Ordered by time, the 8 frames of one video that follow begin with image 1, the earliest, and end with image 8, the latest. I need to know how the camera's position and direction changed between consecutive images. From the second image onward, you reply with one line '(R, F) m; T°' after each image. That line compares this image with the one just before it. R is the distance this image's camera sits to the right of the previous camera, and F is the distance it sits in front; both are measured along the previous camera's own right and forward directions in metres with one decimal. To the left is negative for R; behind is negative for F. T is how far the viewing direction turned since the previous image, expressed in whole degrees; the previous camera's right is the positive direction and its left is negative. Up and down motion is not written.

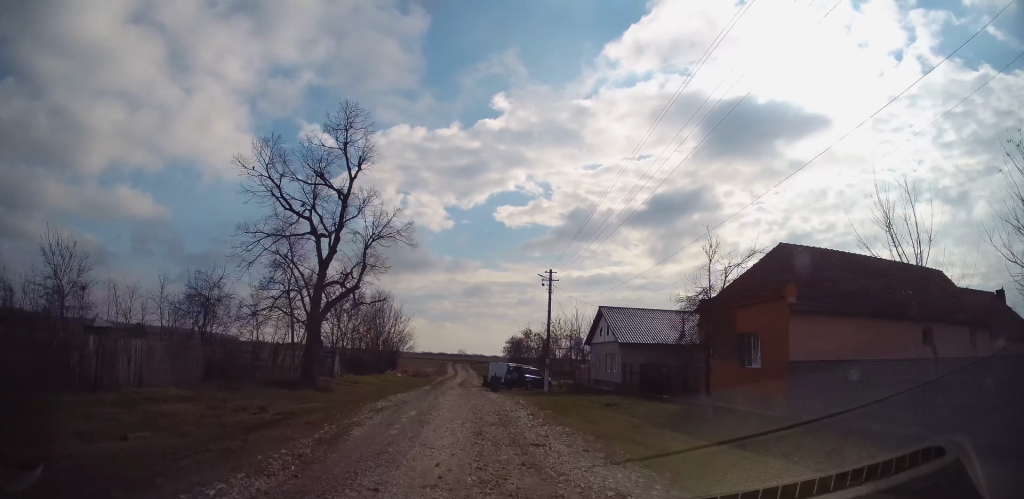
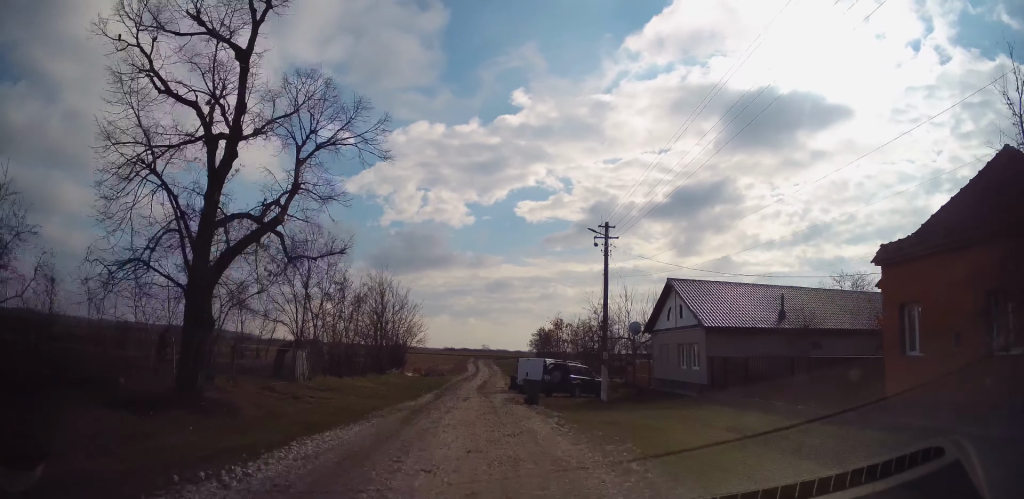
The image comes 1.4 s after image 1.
(0.0, +11.2) m; -1°
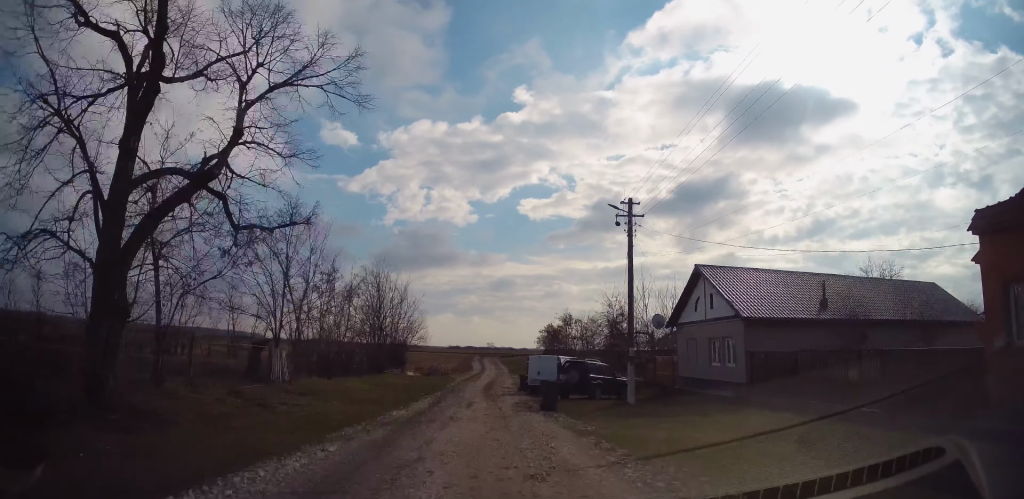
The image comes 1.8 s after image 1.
(+0.1, +3.5) m; -1°
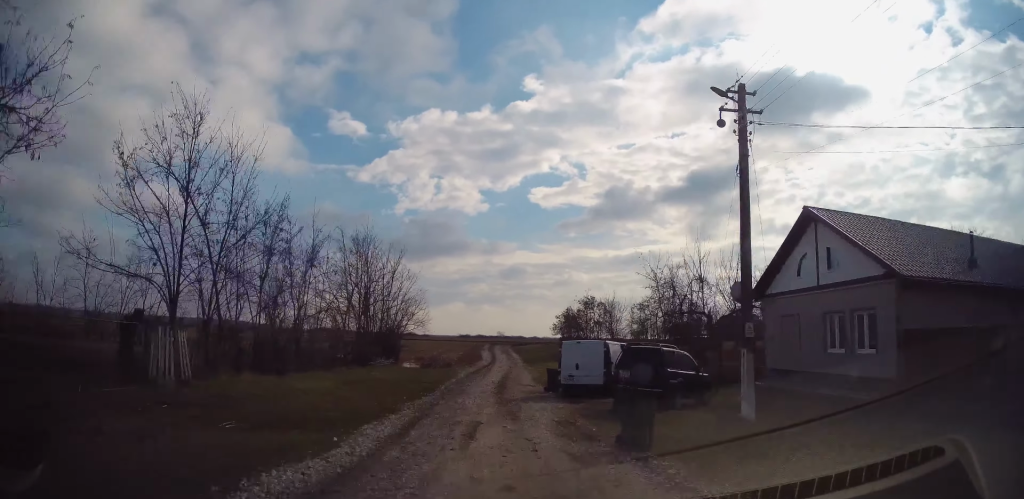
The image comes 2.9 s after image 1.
(-0.3, +9.0) m; 0°
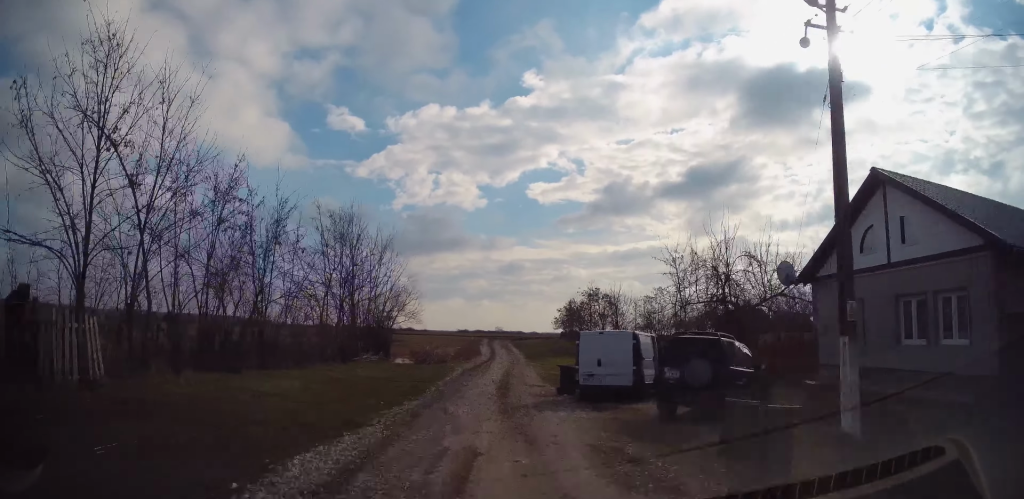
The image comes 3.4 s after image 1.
(+0.1, +3.8) m; 0°
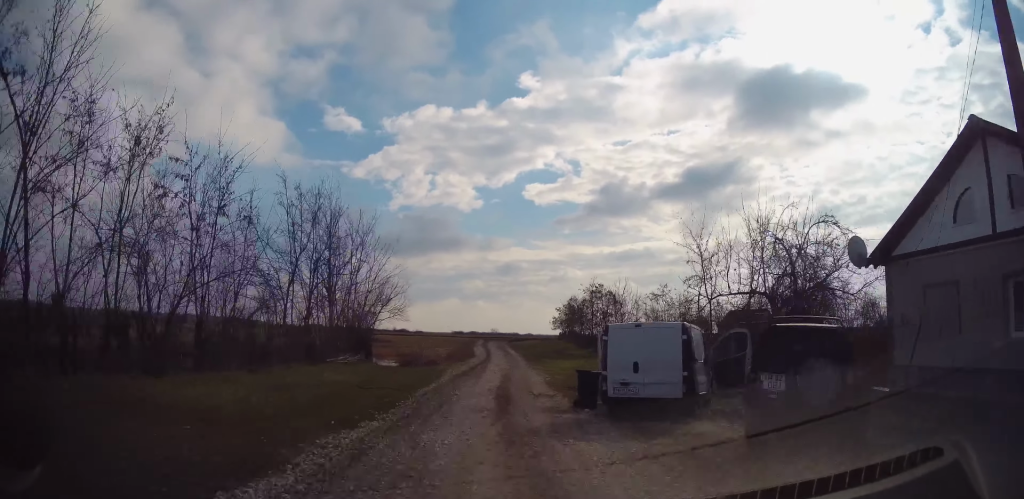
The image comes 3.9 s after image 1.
(+0.2, +4.1) m; 0°
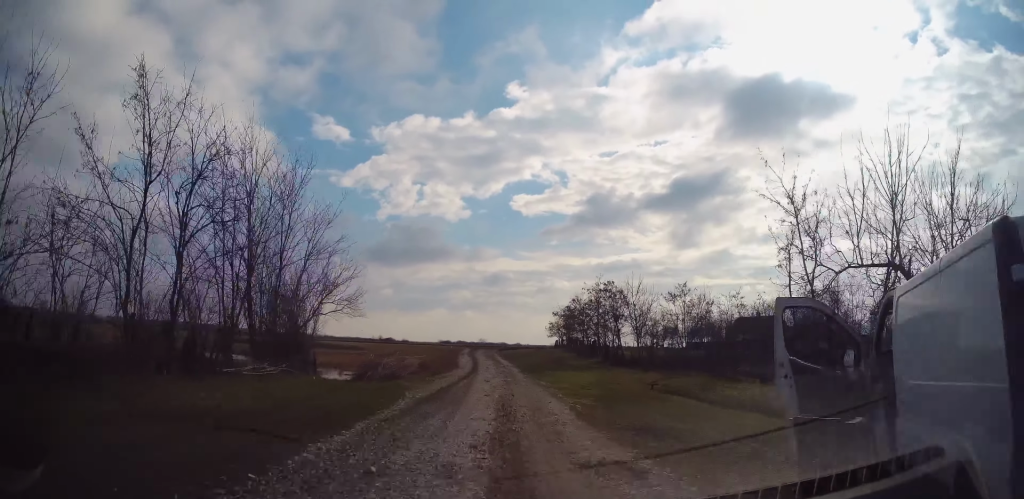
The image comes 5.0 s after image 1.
(-0.3, +9.3) m; +1°
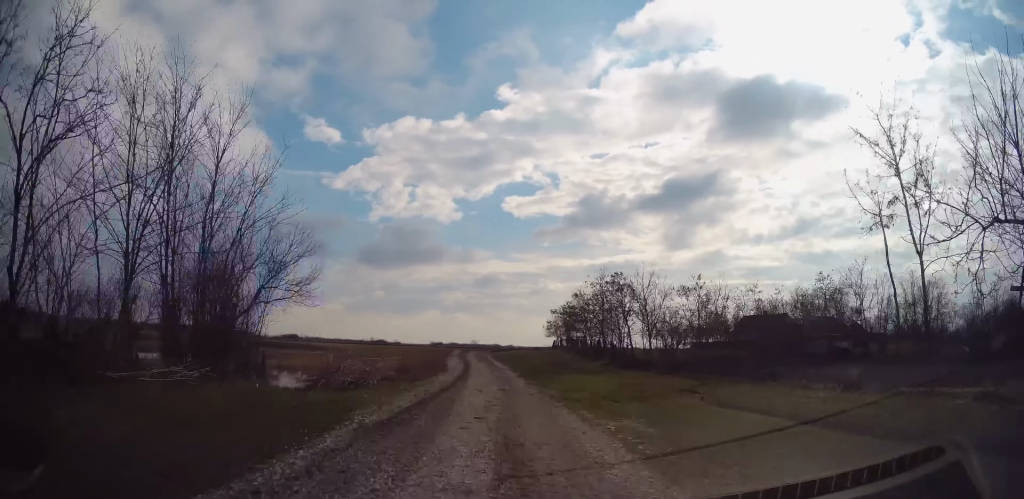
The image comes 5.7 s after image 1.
(+0.3, +5.2) m; +2°
